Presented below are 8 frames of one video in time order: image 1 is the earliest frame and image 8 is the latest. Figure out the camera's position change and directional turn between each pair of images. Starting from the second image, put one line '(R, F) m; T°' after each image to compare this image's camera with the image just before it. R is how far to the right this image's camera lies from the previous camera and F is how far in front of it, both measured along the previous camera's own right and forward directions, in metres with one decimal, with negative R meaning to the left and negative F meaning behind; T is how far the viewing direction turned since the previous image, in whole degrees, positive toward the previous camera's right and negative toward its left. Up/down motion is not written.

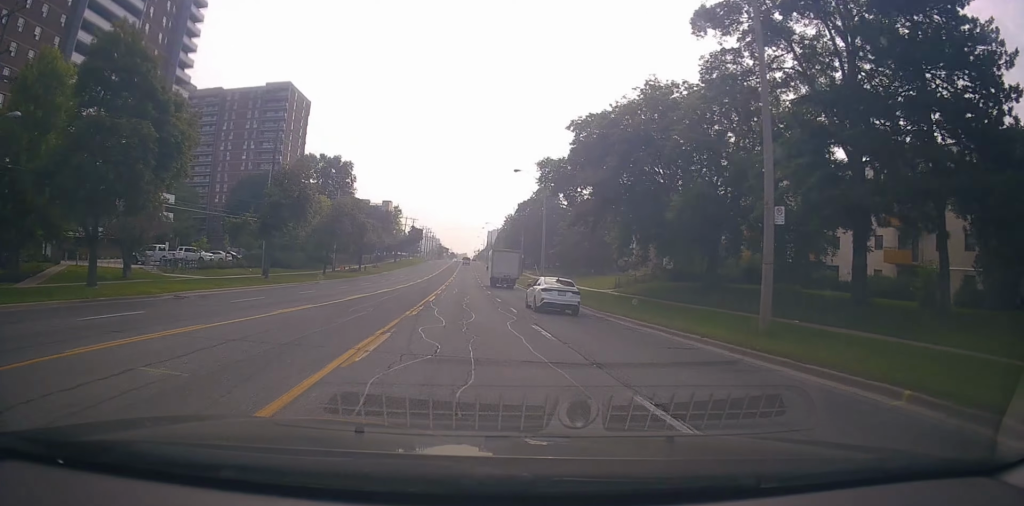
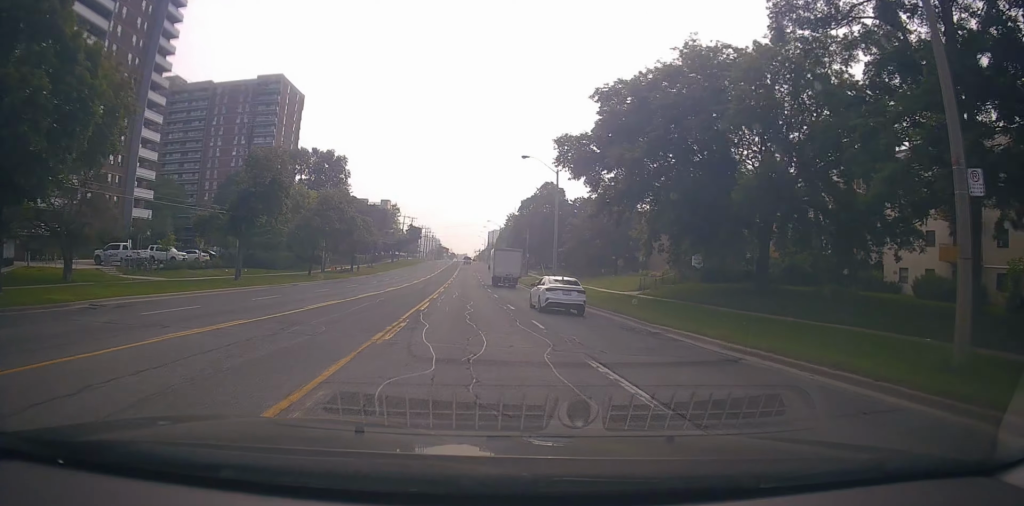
(+0.2, +6.7) m; 0°
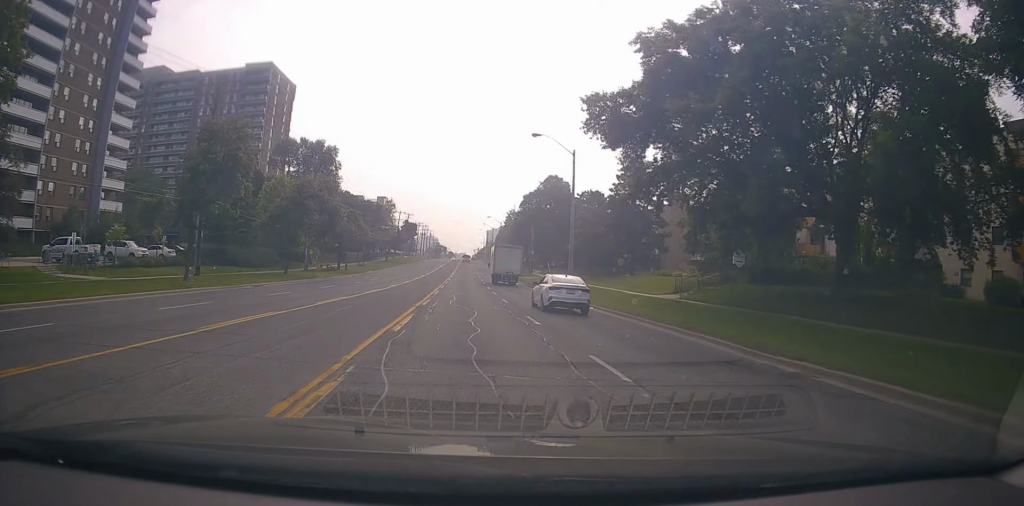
(+0.1, +7.6) m; 0°
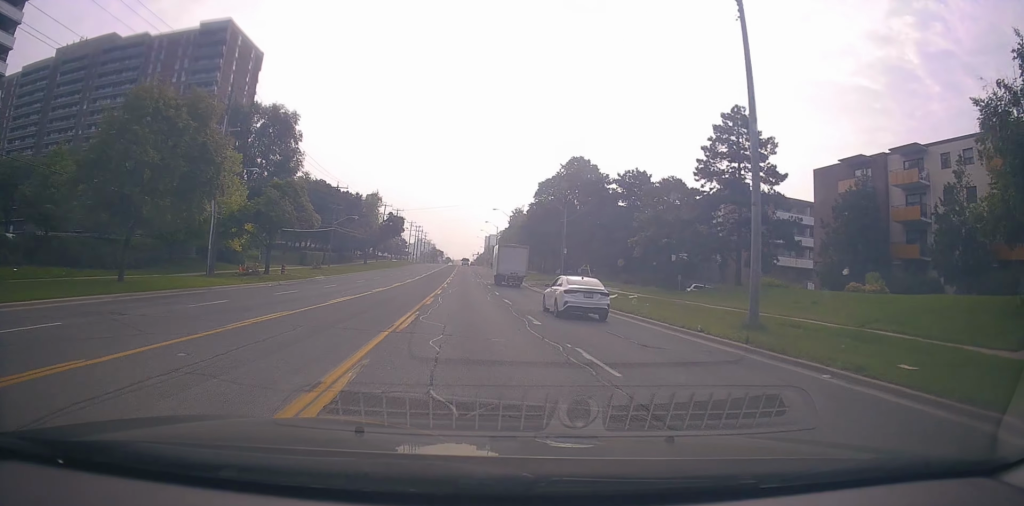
(0.0, +26.4) m; -2°
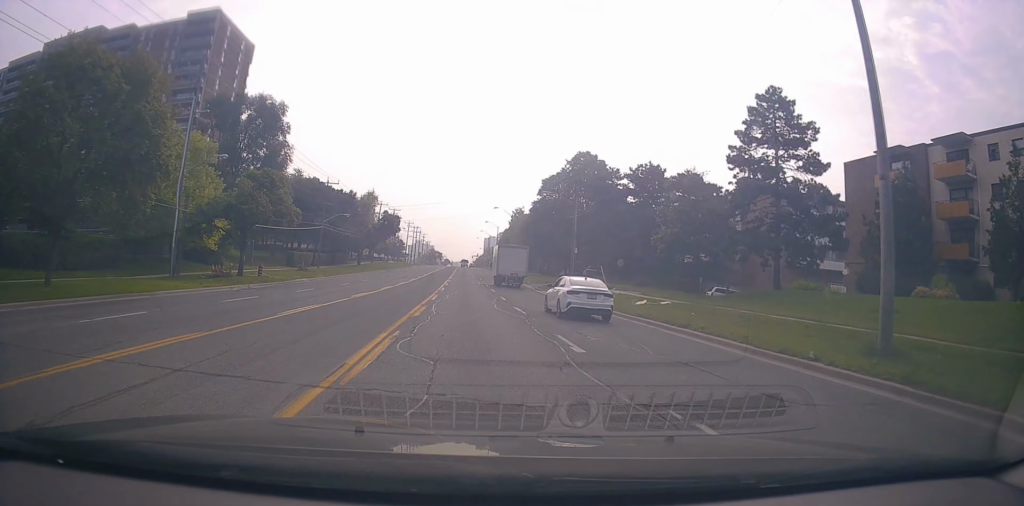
(-0.3, +5.6) m; +1°
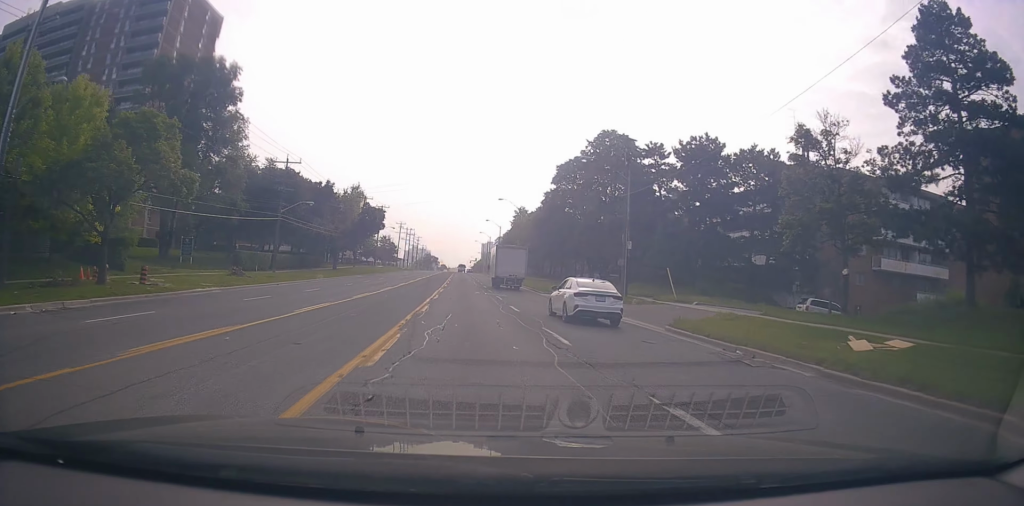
(+0.4, +16.9) m; +1°
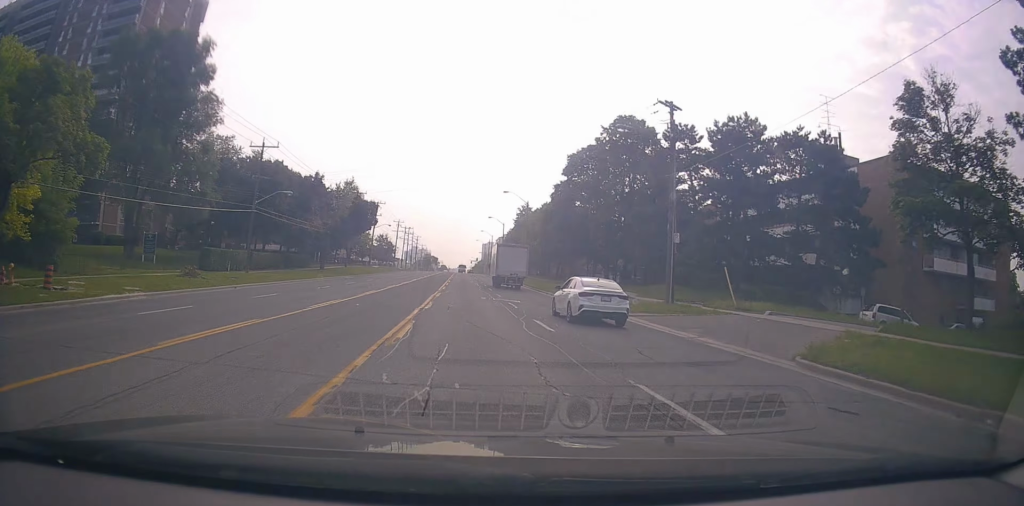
(+0.1, +7.6) m; 0°
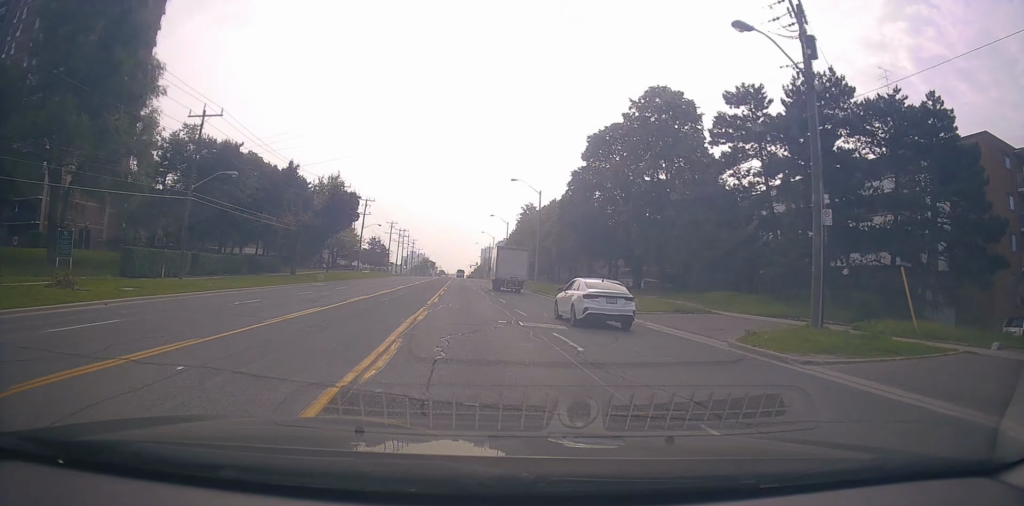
(-0.6, +12.4) m; +1°
